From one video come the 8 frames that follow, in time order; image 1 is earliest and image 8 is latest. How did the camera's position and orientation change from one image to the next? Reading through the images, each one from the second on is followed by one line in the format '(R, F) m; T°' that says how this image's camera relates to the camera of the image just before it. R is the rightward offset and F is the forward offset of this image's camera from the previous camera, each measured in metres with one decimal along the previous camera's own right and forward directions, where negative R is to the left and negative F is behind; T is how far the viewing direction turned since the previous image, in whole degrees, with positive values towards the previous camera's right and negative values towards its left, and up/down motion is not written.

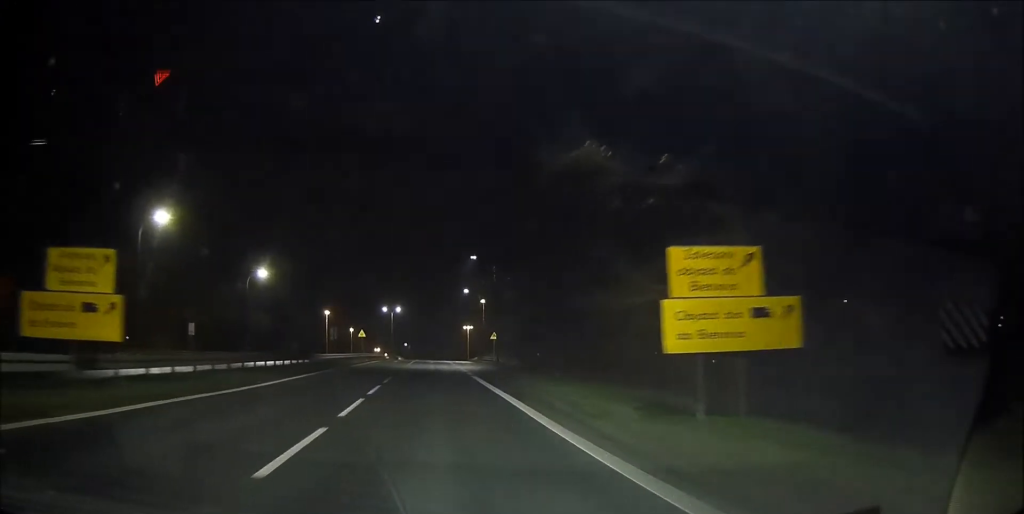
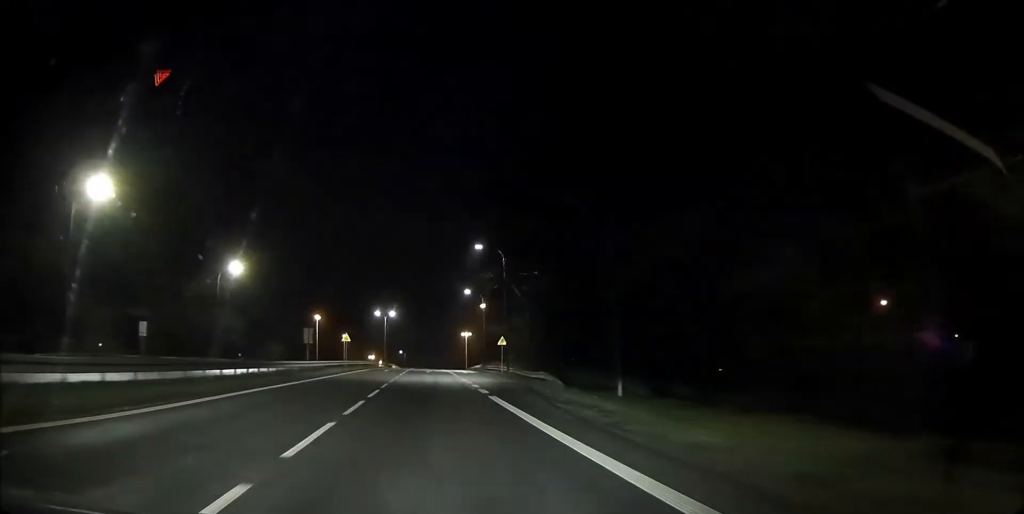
(0.0, +10.4) m; 0°
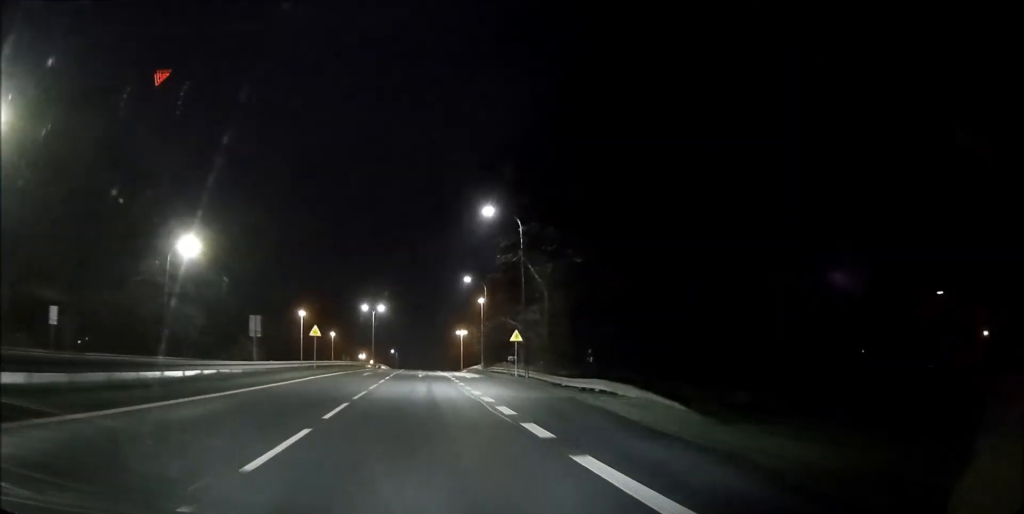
(-0.1, +13.3) m; 0°
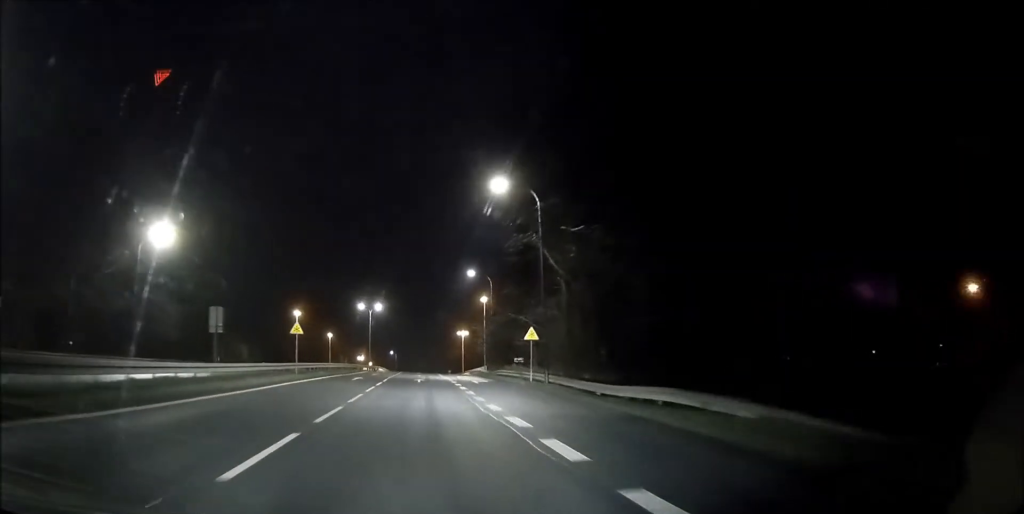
(0.0, +6.4) m; 0°
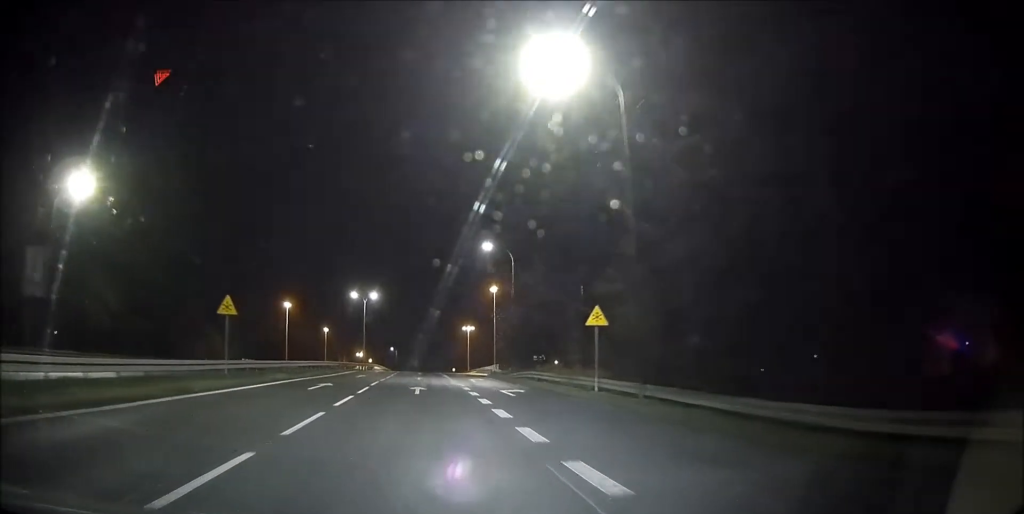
(+0.1, +14.2) m; +1°
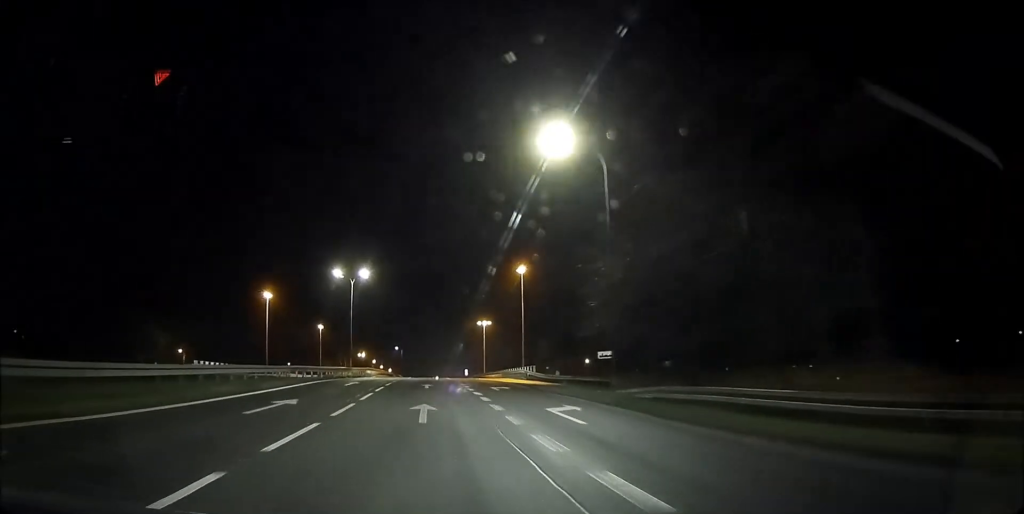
(-0.1, +25.1) m; 0°
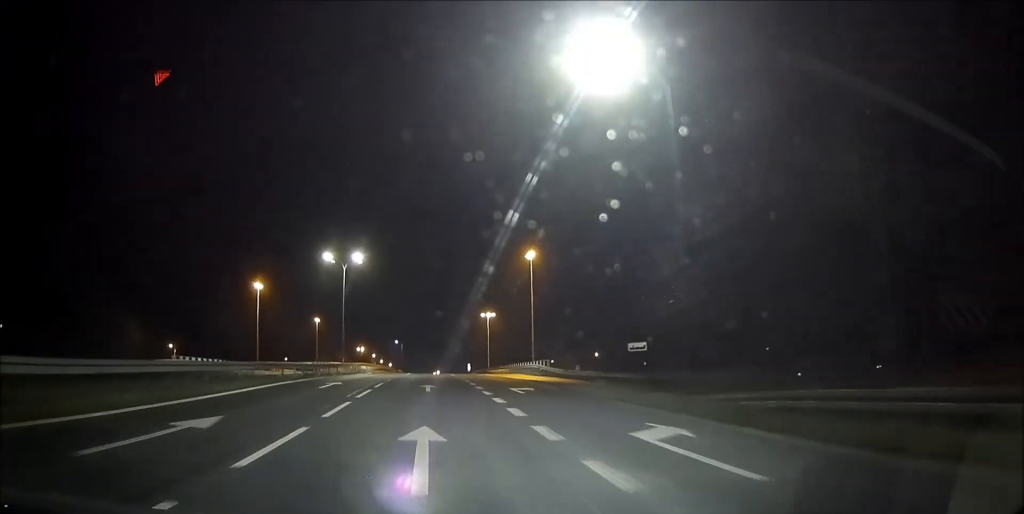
(0.0, +7.4) m; 0°
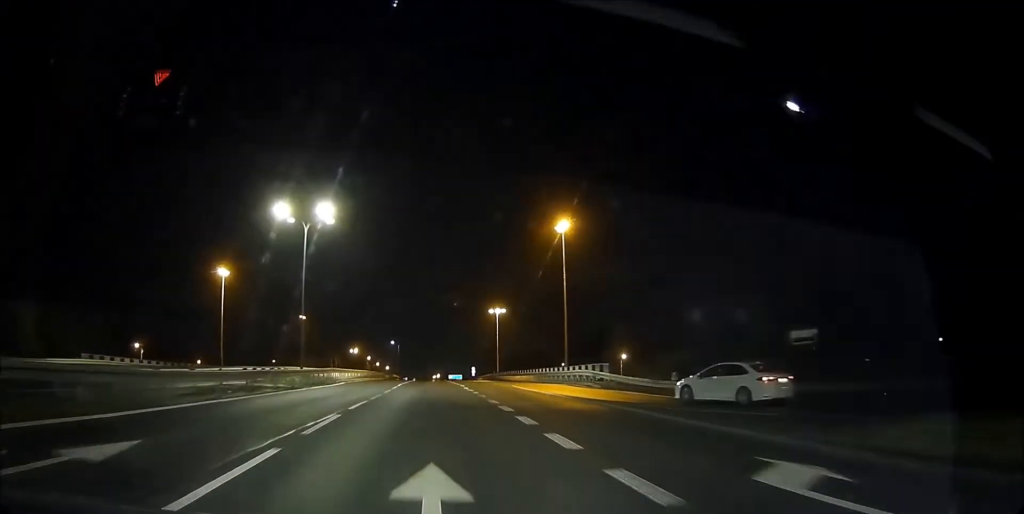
(0.0, +20.0) m; 0°
